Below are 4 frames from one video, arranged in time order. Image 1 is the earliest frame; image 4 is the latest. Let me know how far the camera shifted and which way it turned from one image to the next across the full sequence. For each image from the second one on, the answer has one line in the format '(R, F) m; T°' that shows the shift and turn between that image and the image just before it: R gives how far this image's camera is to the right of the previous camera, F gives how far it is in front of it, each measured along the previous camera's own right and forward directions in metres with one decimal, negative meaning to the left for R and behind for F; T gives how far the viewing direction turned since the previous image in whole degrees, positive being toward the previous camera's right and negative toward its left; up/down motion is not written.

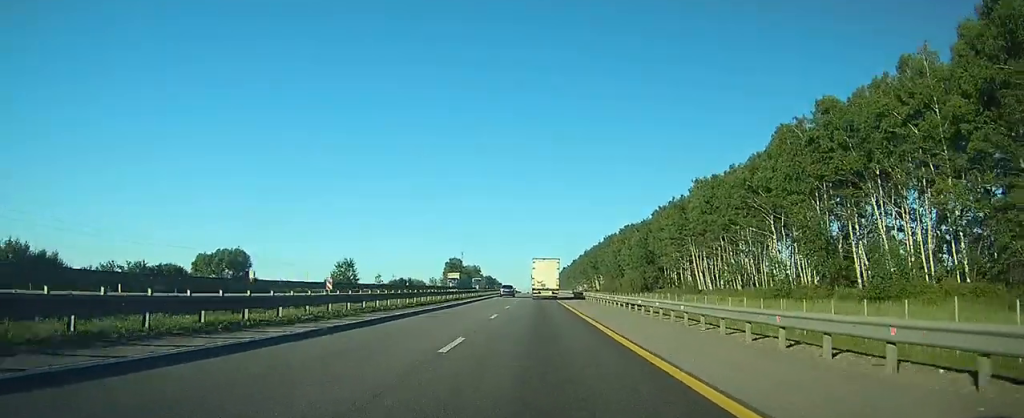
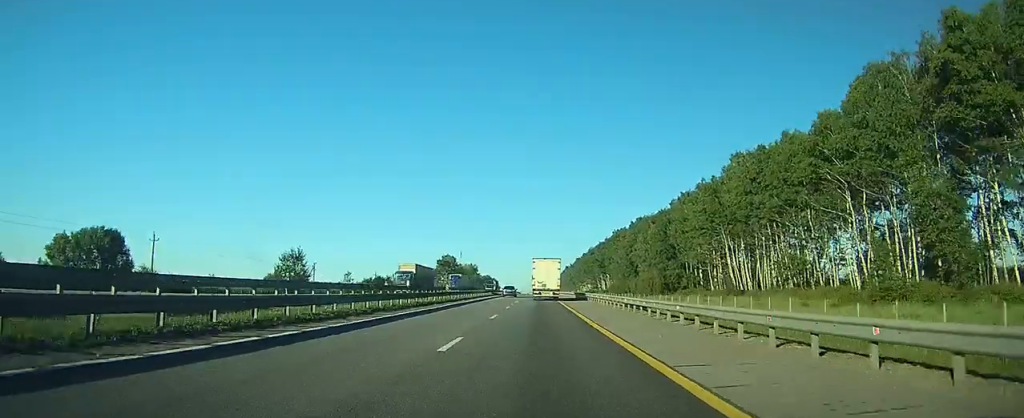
(+0.1, +23.2) m; 0°
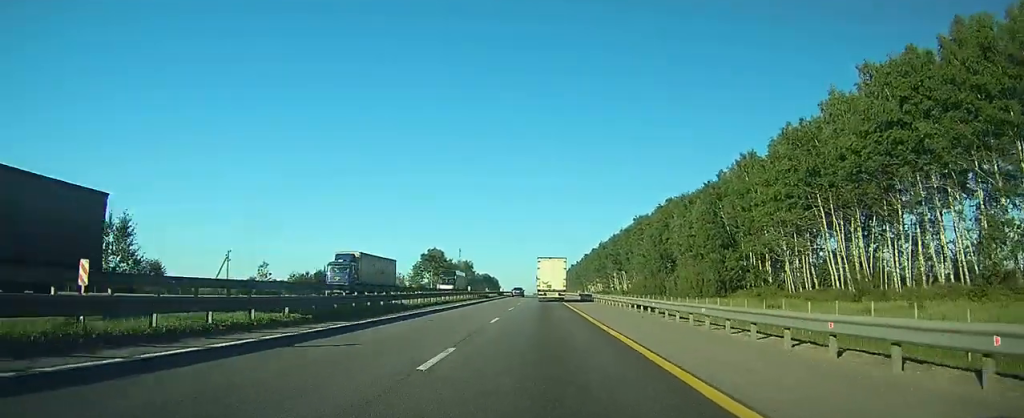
(+0.1, +37.5) m; 0°
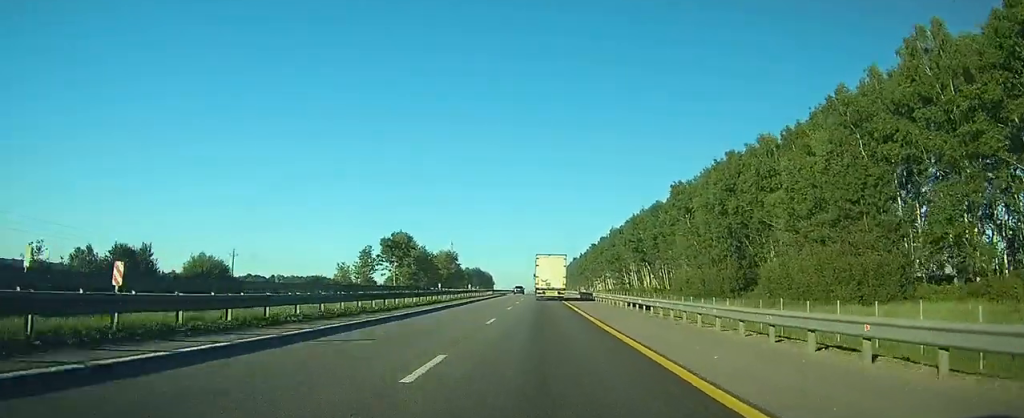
(-0.1, +48.6) m; 0°
